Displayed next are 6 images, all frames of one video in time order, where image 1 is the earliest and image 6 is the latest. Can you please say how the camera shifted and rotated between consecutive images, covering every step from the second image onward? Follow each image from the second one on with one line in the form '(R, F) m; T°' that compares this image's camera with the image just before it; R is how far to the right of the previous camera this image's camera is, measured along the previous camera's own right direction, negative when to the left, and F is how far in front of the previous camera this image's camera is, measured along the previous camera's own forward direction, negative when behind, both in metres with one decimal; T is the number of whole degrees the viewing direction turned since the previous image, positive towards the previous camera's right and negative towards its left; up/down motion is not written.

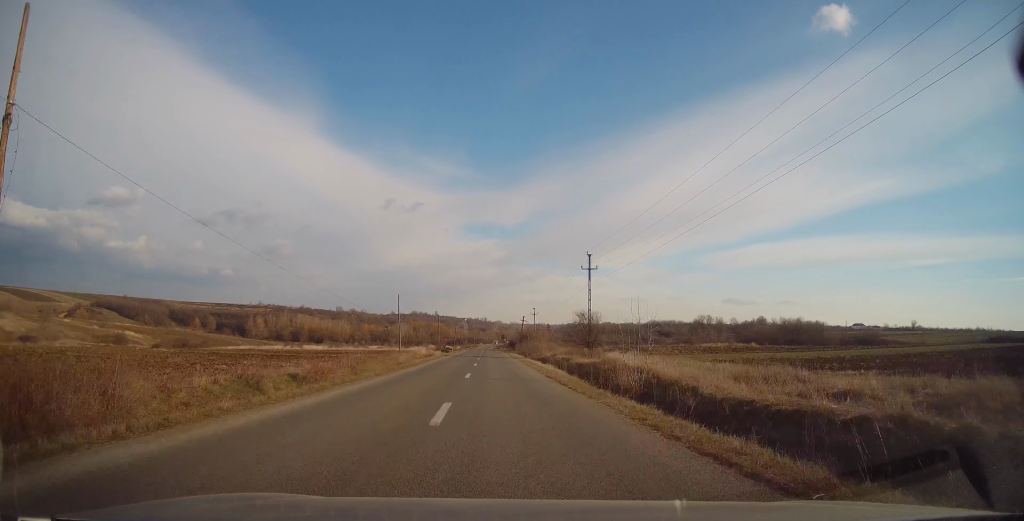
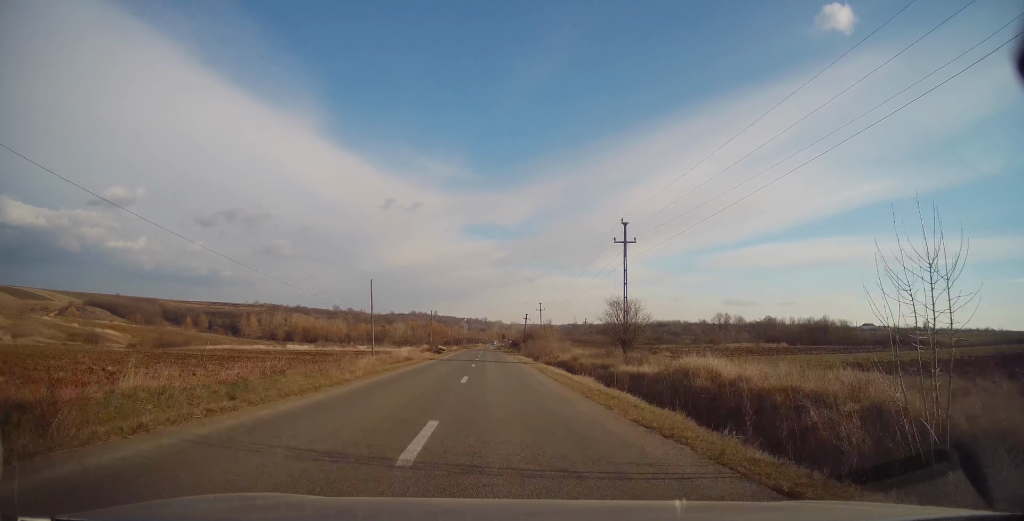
(0.0, +13.8) m; 0°
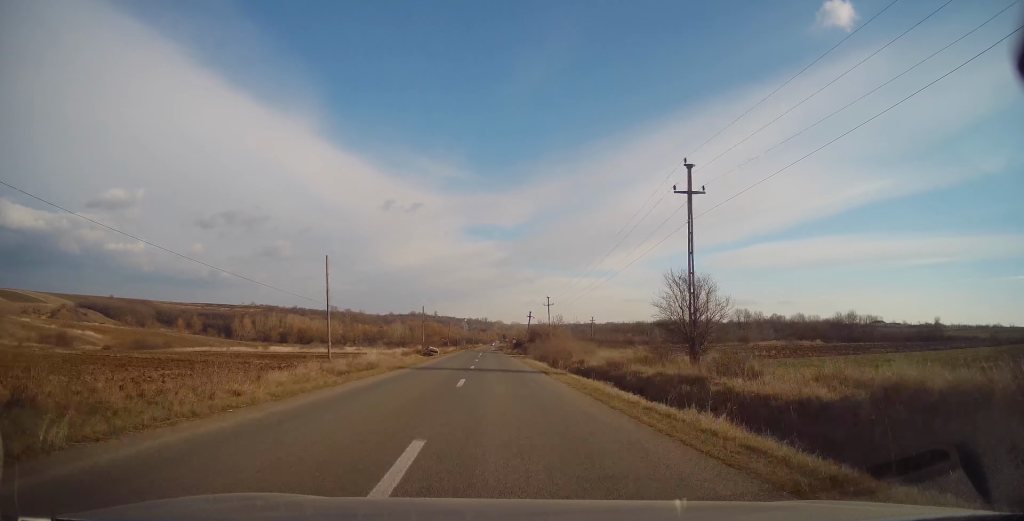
(+0.1, +13.7) m; 0°
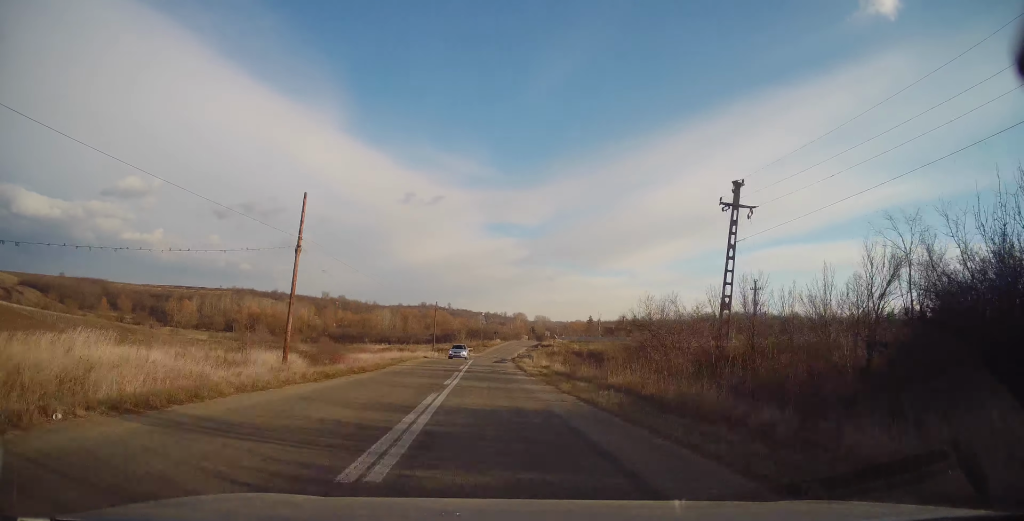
(-0.8, +117.2) m; -2°
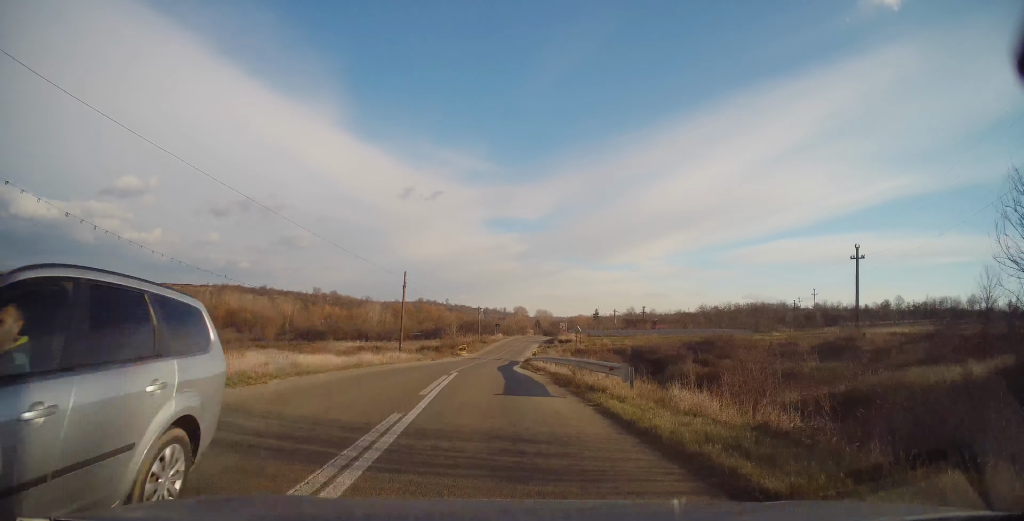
(-0.4, +26.6) m; 0°
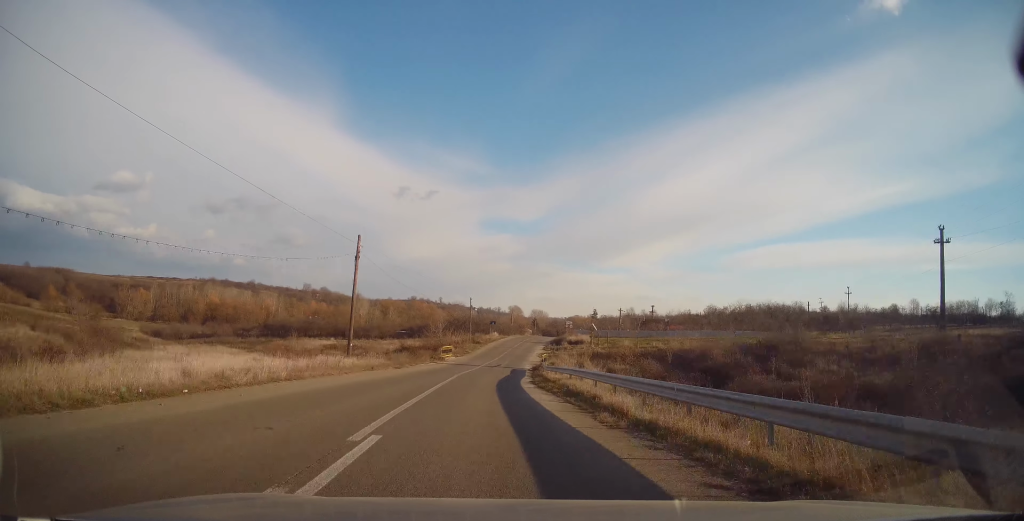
(+0.2, +15.6) m; +1°
